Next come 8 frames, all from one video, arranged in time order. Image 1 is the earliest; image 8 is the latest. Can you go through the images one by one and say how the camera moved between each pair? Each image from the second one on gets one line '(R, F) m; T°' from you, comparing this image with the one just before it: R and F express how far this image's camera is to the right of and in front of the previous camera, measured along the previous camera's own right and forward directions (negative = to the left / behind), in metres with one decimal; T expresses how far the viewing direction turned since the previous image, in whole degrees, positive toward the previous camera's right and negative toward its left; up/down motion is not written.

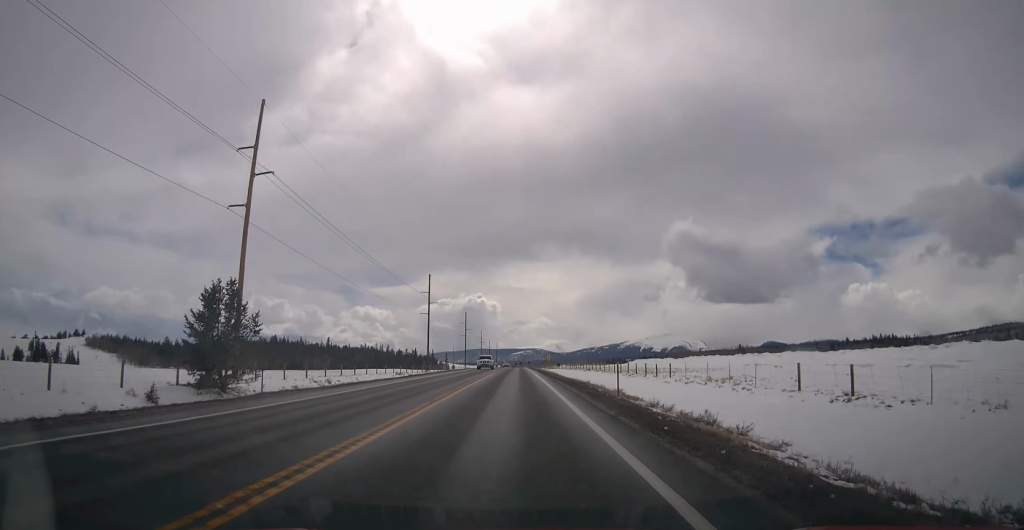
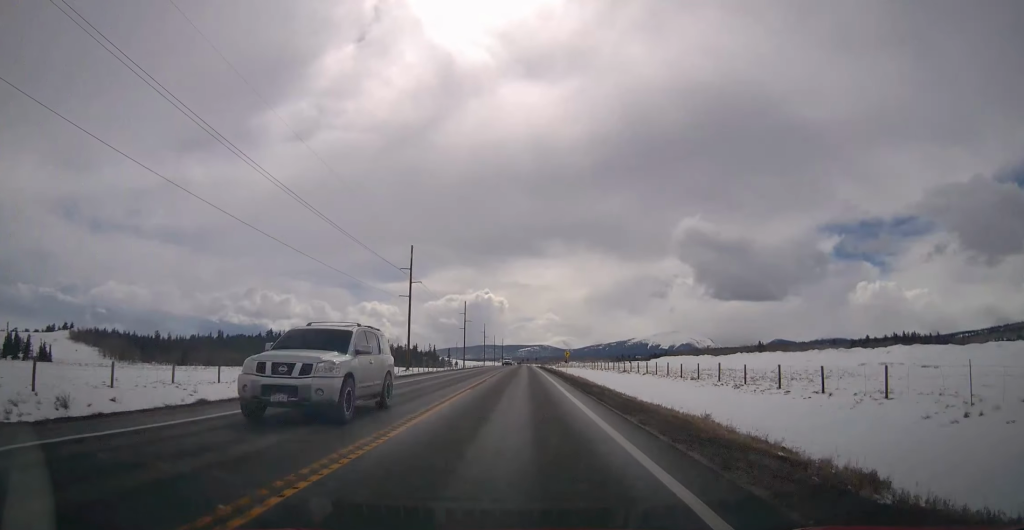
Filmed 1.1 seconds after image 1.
(+0.1, +31.1) m; 0°
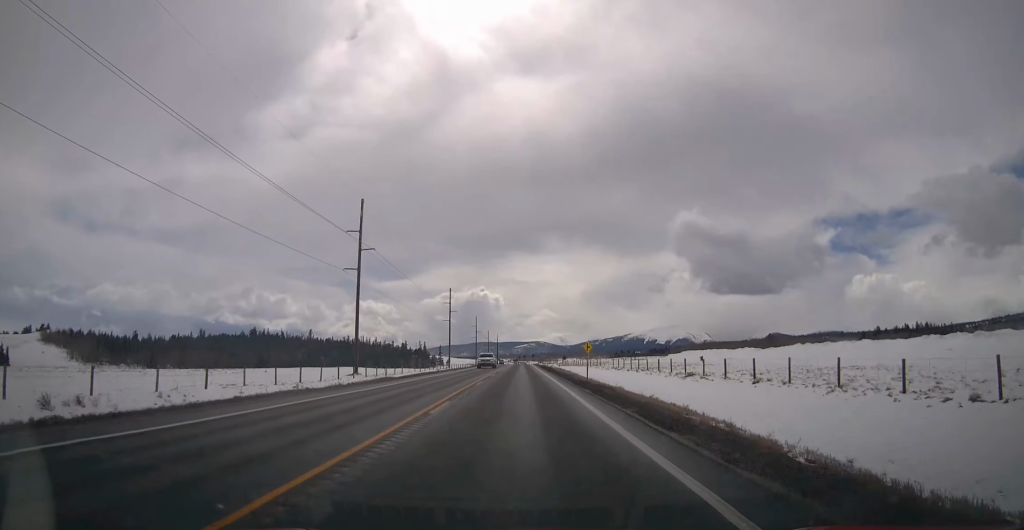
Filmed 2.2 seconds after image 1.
(-0.3, +30.5) m; 0°
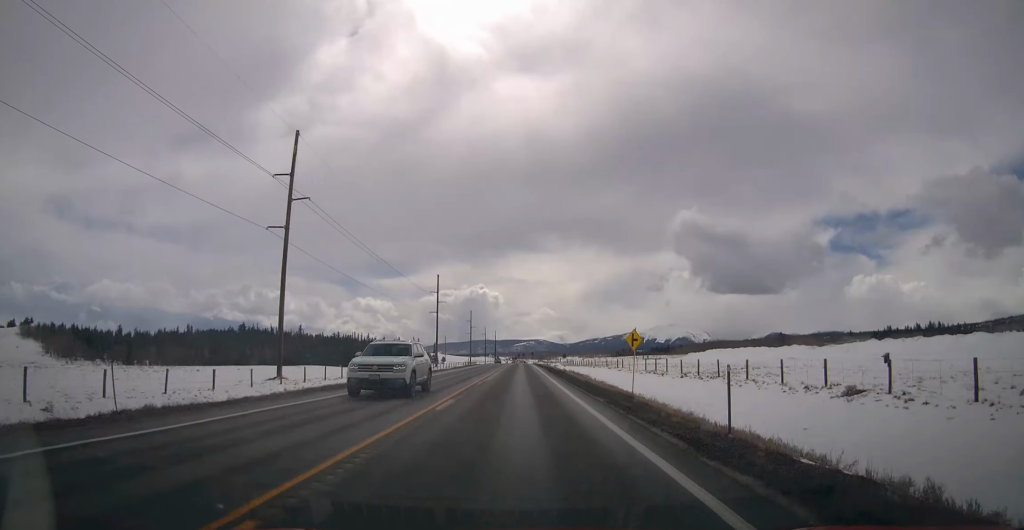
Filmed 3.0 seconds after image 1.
(0.0, +23.2) m; +1°
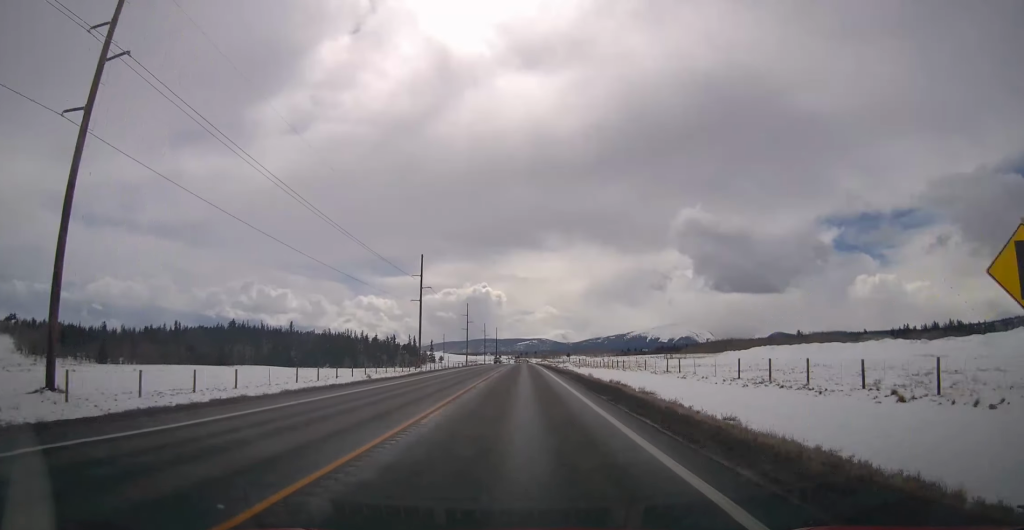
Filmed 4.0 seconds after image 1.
(+0.3, +27.2) m; +1°
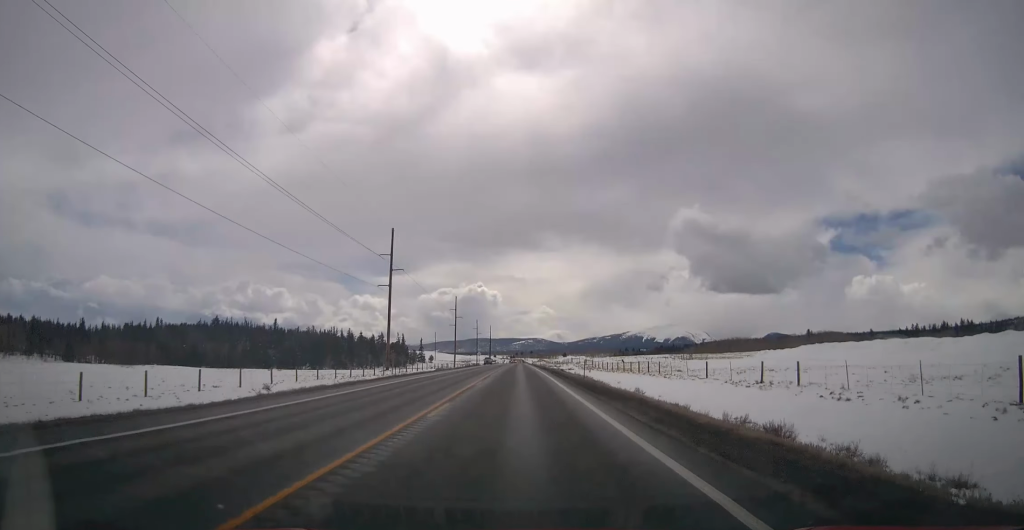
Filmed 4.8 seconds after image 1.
(+0.1, +22.7) m; 0°
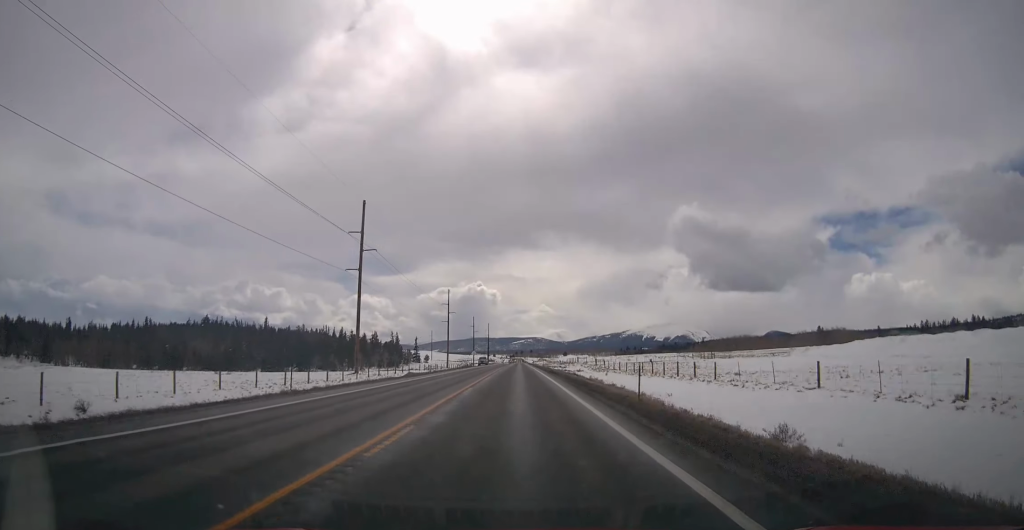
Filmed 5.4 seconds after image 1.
(-0.3, +16.8) m; -1°
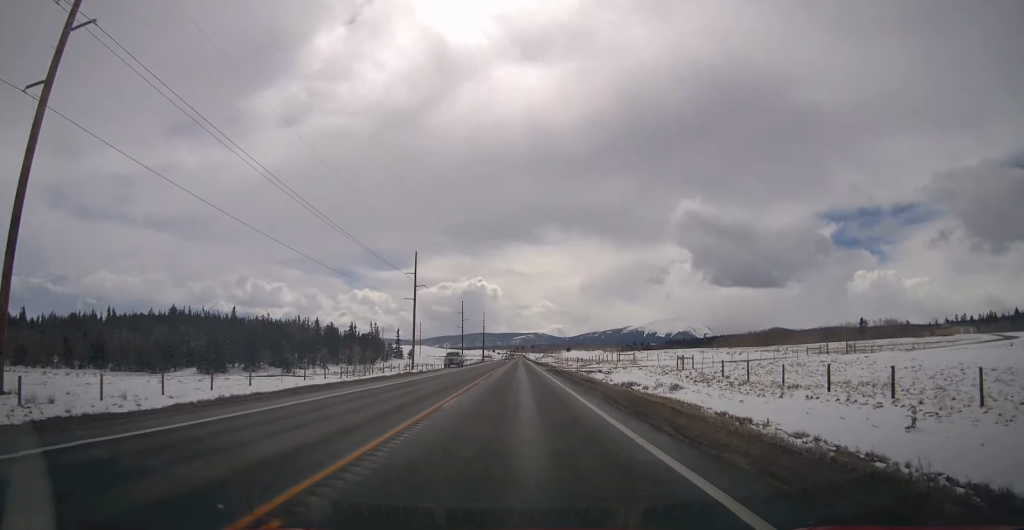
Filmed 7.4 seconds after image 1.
(+0.6, +54.5) m; +1°
